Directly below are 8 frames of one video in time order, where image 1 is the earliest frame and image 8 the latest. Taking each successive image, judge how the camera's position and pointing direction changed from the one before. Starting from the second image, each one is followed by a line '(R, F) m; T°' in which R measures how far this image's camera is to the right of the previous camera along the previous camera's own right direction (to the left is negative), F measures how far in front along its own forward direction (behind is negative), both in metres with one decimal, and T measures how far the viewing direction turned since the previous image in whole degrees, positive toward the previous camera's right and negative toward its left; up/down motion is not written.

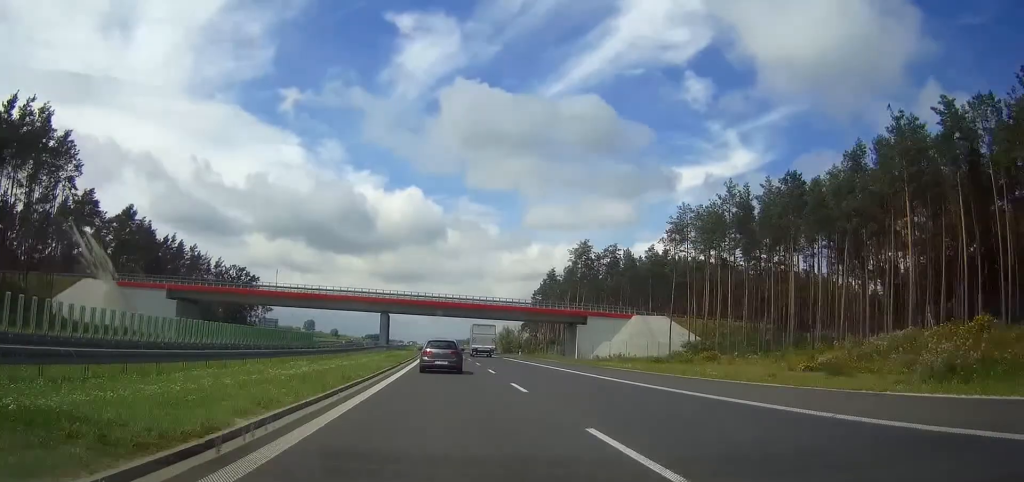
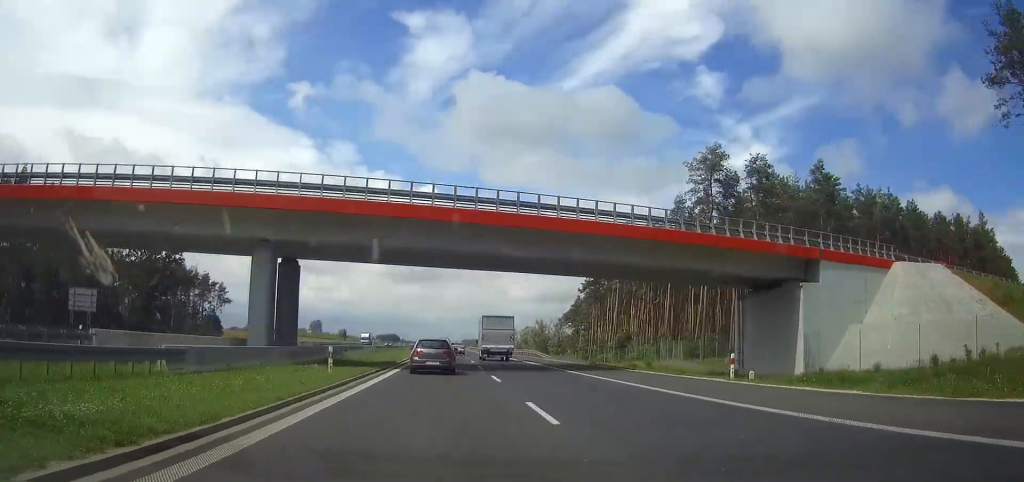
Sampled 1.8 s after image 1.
(-2.2, +67.3) m; -4°
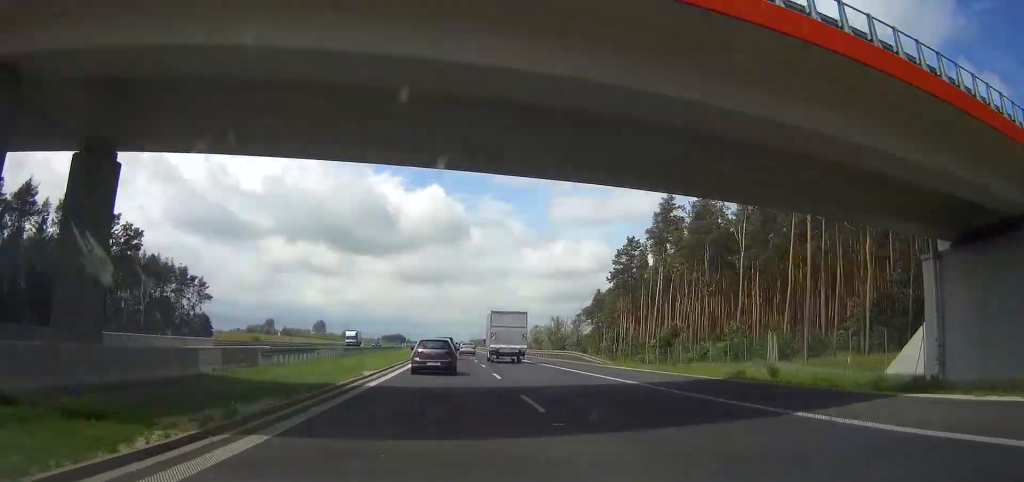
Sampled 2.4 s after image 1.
(-0.2, +22.0) m; 0°
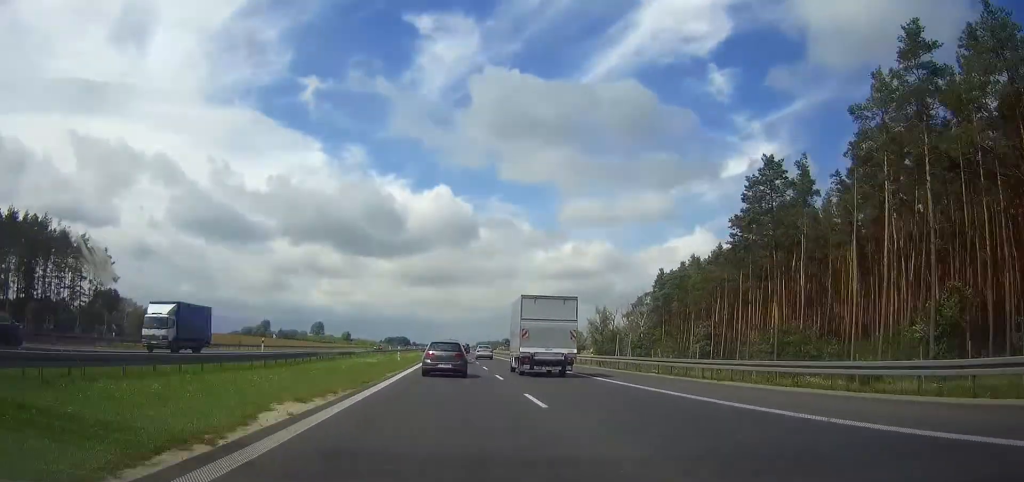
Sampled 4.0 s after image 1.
(-0.2, +58.3) m; -1°
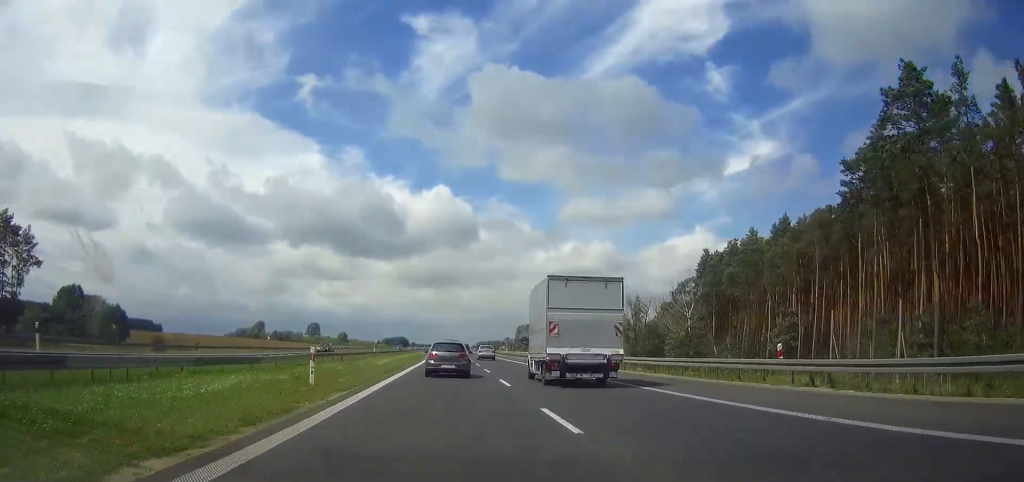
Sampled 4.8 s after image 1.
(-0.1, +27.8) m; -1°
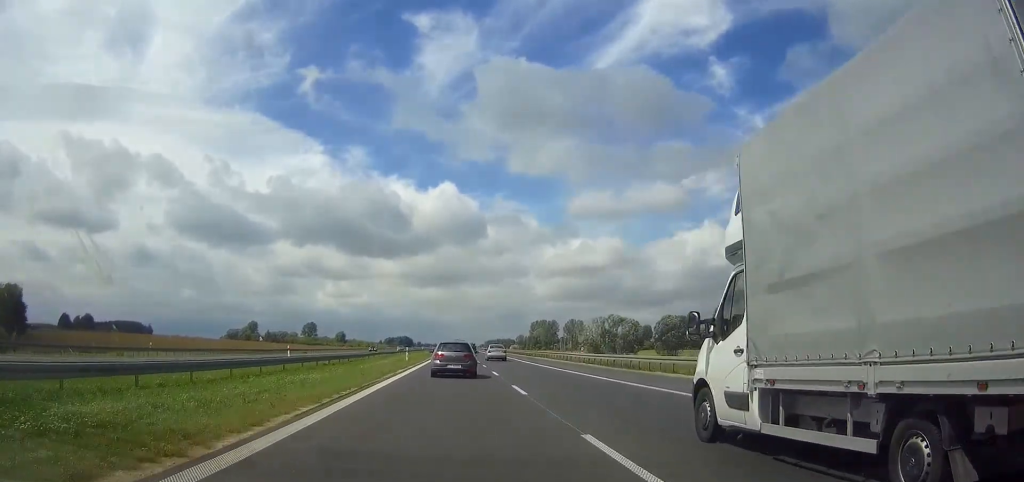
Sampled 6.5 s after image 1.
(-0.8, +62.9) m; -1°
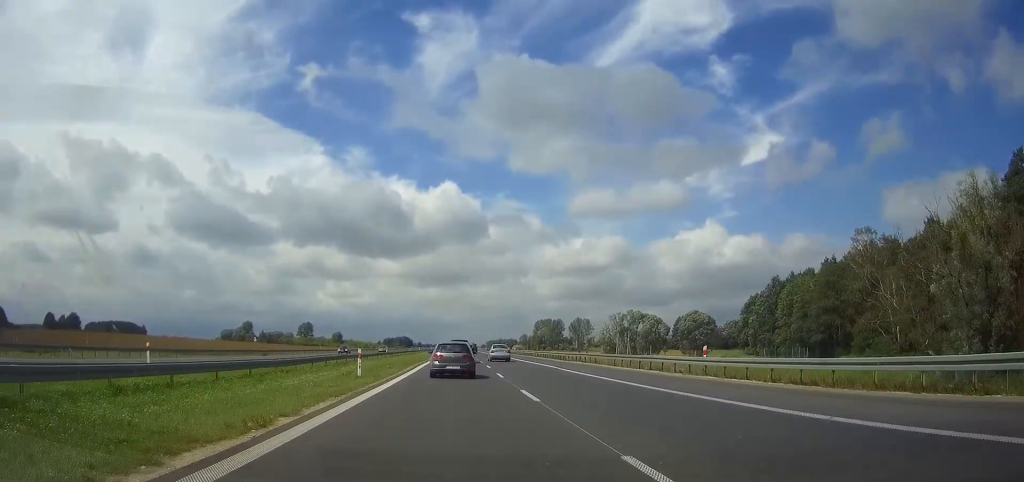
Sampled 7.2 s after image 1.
(0.0, +25.6) m; 0°
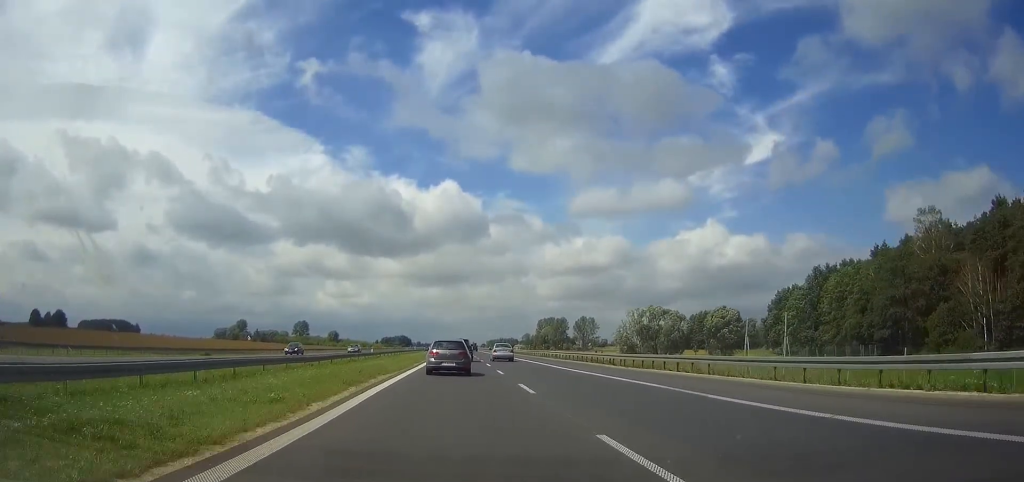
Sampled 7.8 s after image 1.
(0.0, +22.1) m; 0°
